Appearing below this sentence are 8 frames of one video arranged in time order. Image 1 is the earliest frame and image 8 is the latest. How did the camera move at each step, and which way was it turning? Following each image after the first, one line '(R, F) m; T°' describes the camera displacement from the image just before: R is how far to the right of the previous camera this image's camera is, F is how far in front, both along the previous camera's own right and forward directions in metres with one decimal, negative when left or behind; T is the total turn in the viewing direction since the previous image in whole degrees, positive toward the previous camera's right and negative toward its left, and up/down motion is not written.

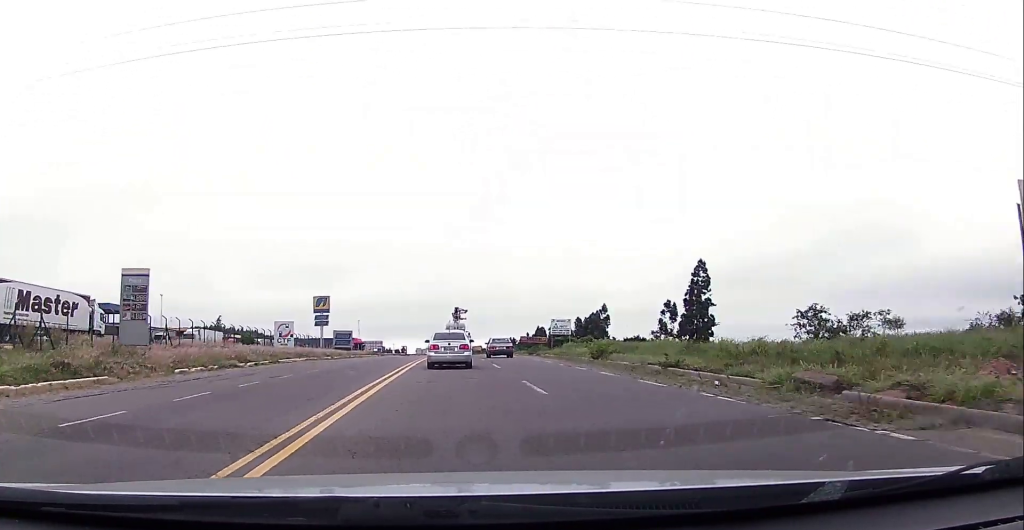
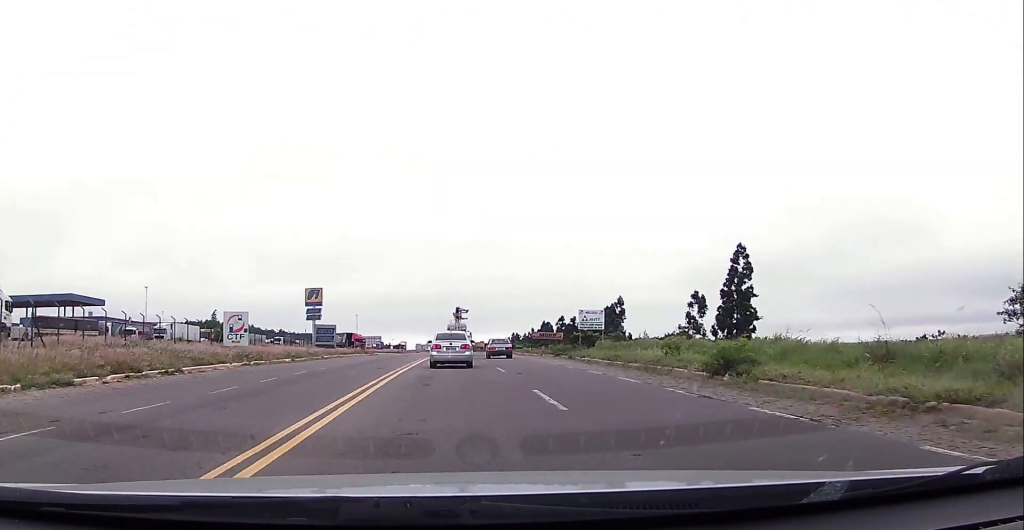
(+0.3, +14.4) m; +1°
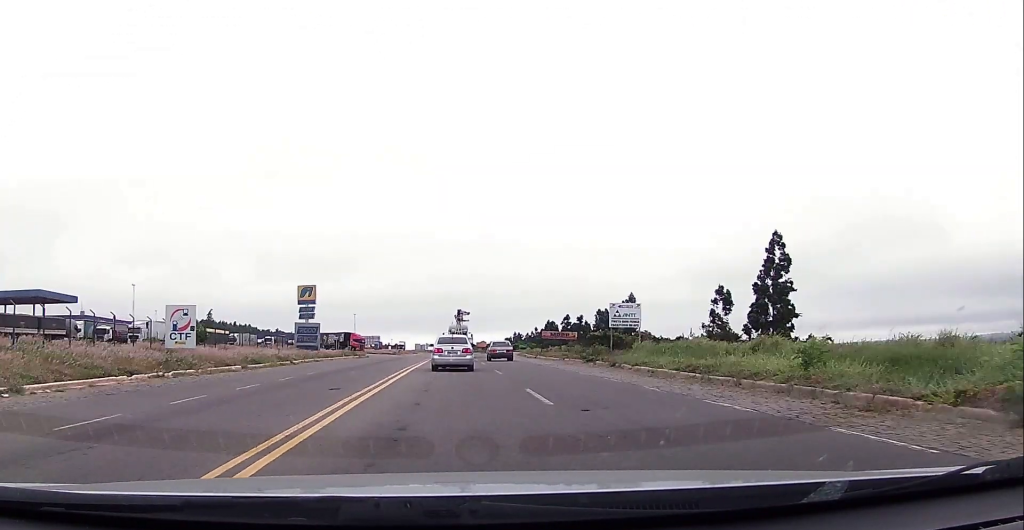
(+0.1, +10.2) m; 0°
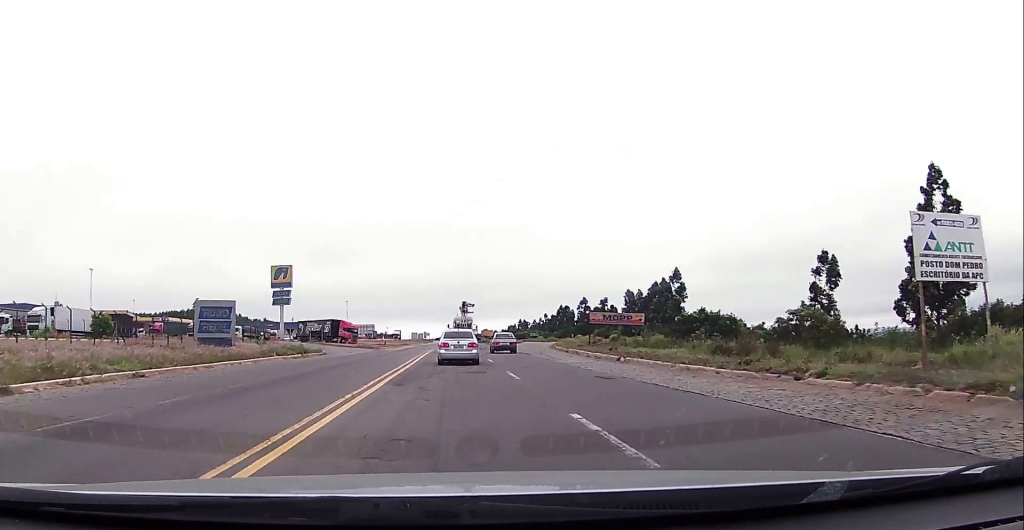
(-0.6, +29.1) m; -1°
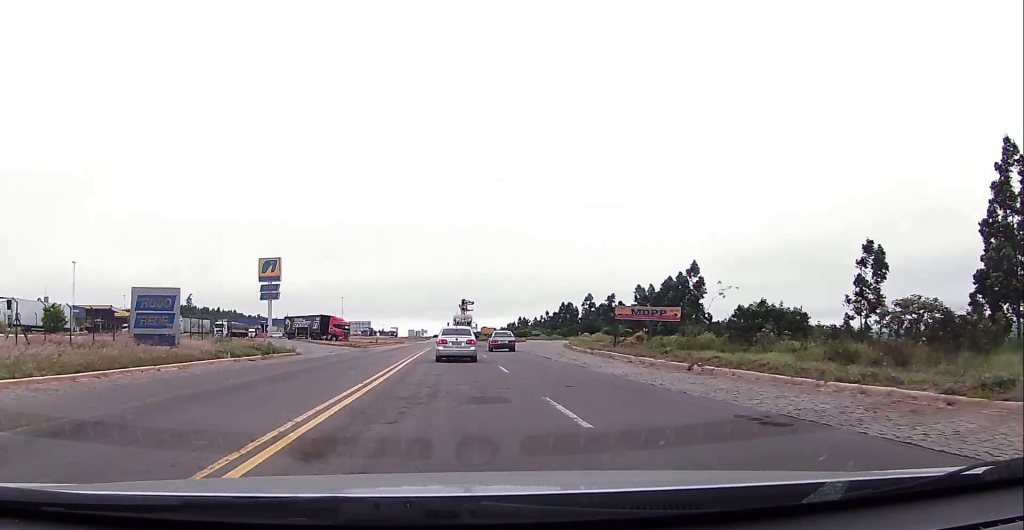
(0.0, +9.3) m; 0°
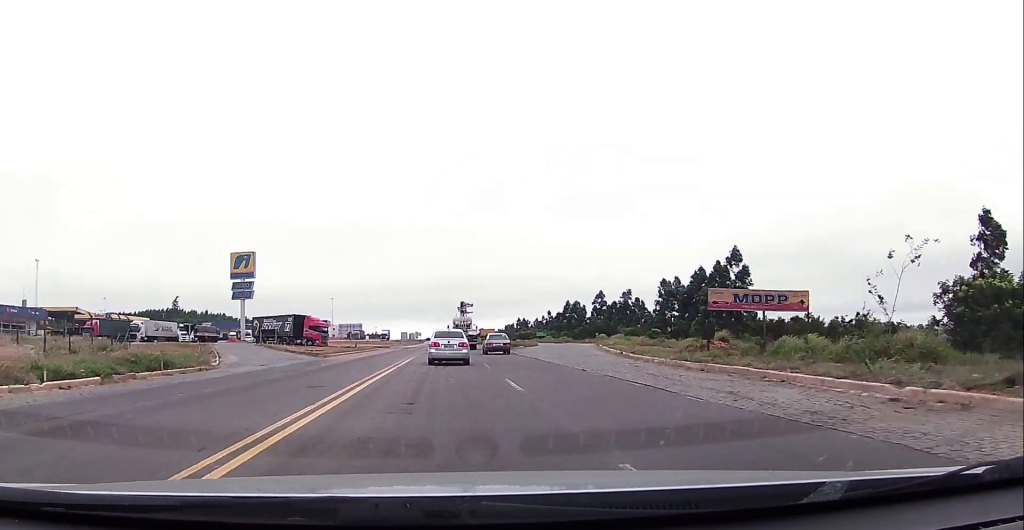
(-0.1, +17.6) m; 0°
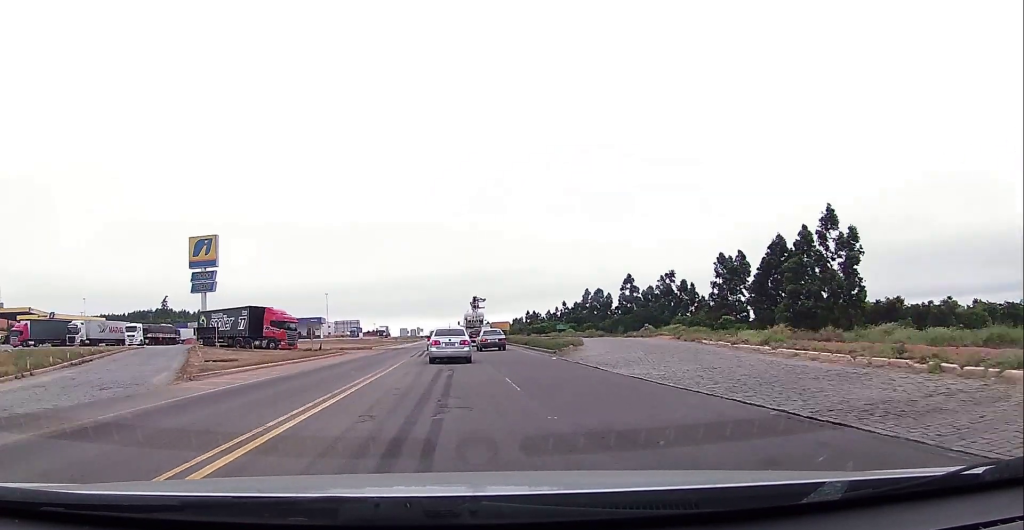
(+0.4, +24.5) m; +2°
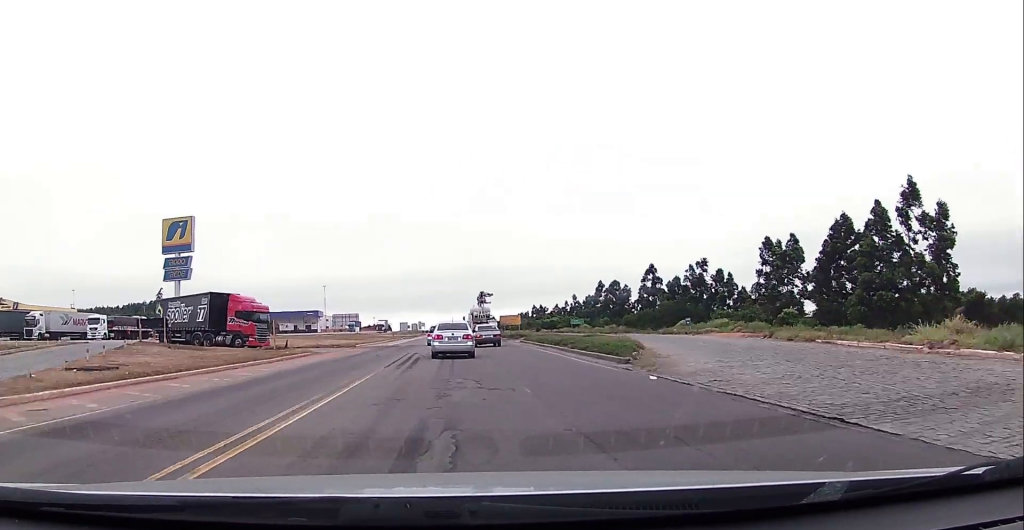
(0.0, +13.3) m; -1°
